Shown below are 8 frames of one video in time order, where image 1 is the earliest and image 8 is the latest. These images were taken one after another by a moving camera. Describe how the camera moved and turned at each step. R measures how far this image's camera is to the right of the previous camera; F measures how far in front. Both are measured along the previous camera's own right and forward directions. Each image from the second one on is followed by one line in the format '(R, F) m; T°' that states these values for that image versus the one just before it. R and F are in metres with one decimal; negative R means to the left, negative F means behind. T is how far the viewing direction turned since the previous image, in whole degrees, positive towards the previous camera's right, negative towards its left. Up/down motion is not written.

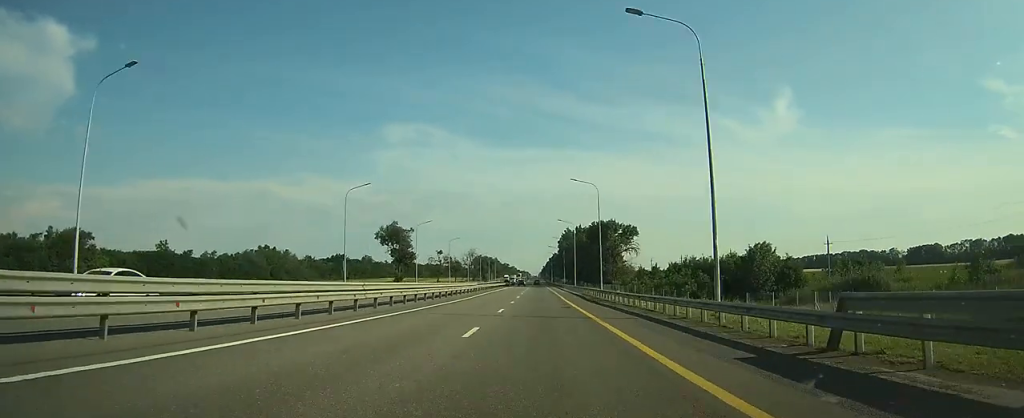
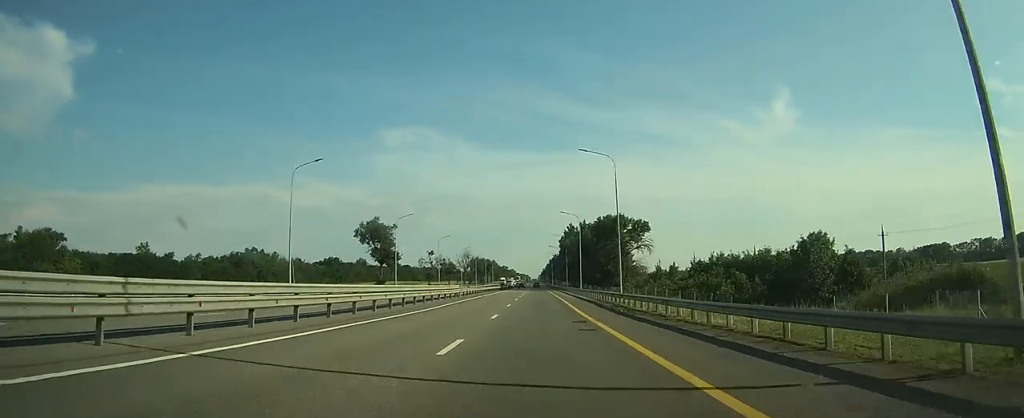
(0.0, +15.0) m; 0°
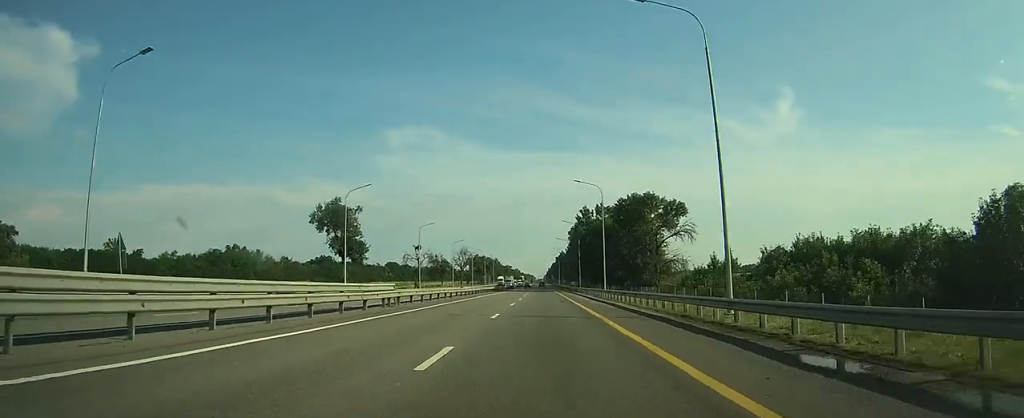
(0.0, +26.3) m; 0°
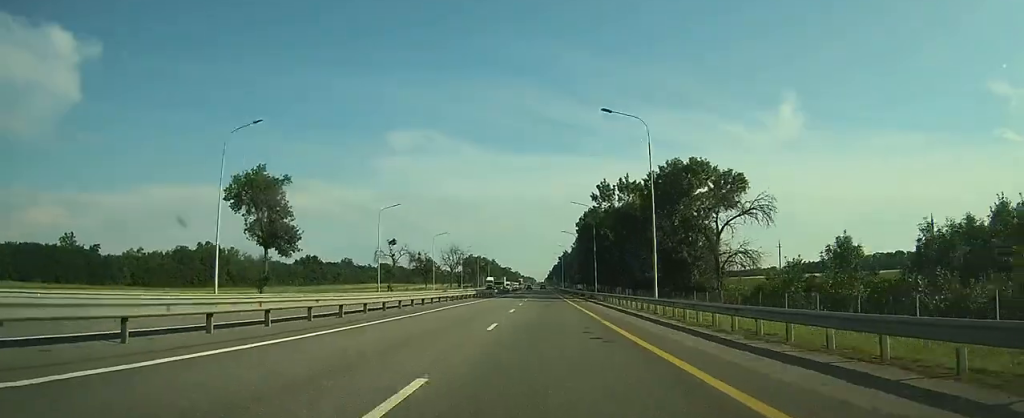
(0.0, +27.3) m; 0°
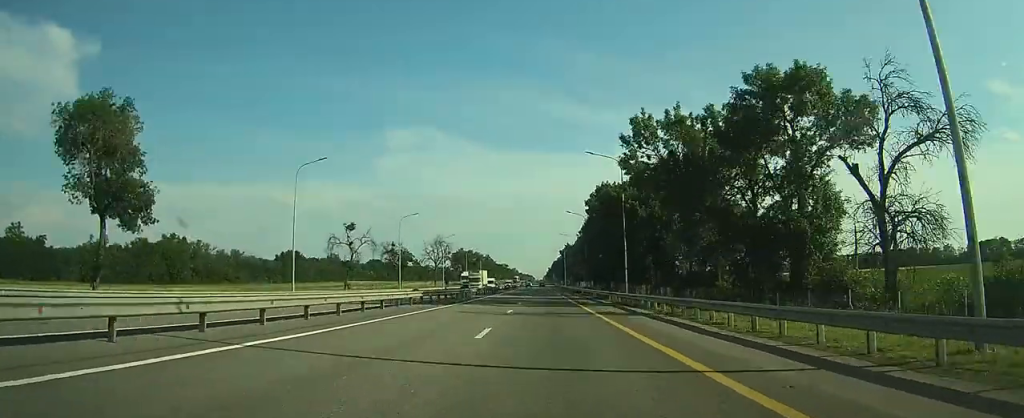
(0.0, +27.5) m; 0°
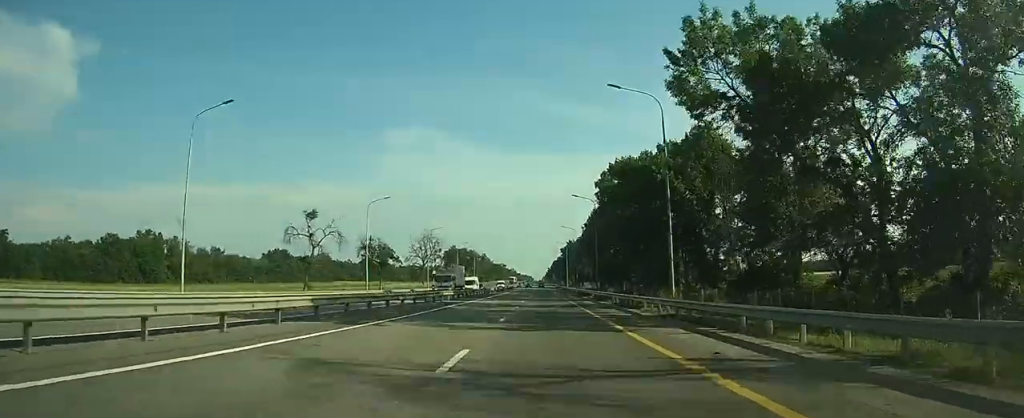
(0.0, +17.2) m; 0°
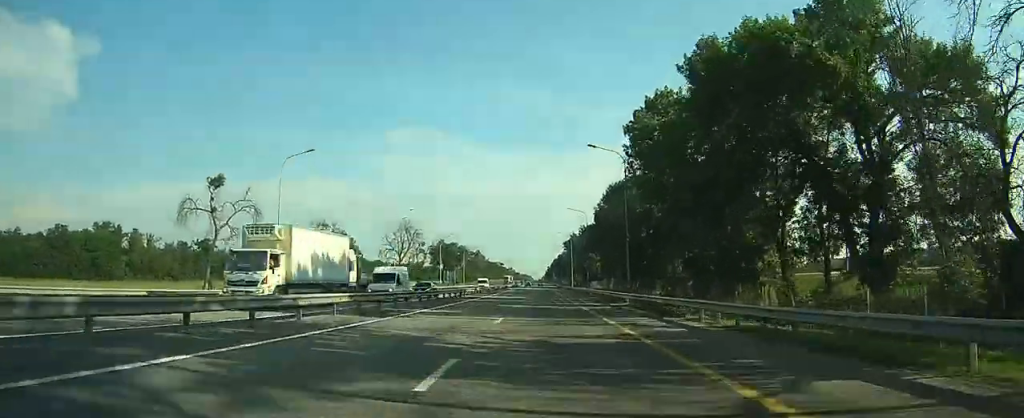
(0.0, +26.2) m; 0°
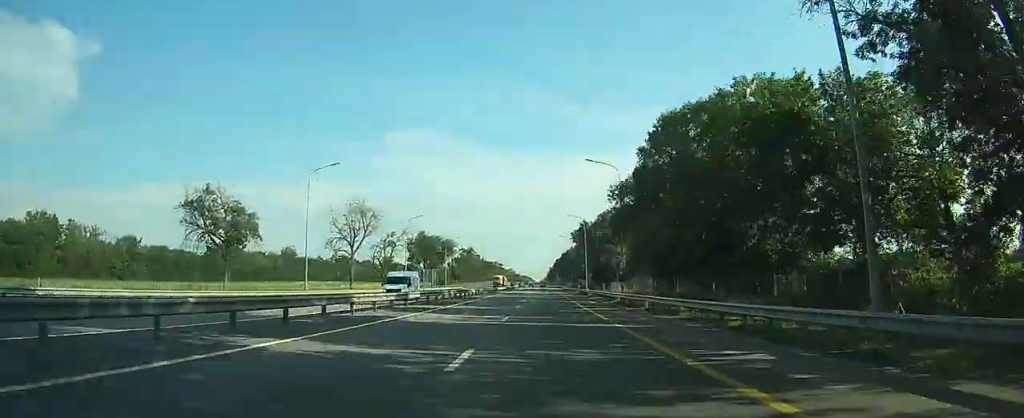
(0.0, +36.0) m; 0°
